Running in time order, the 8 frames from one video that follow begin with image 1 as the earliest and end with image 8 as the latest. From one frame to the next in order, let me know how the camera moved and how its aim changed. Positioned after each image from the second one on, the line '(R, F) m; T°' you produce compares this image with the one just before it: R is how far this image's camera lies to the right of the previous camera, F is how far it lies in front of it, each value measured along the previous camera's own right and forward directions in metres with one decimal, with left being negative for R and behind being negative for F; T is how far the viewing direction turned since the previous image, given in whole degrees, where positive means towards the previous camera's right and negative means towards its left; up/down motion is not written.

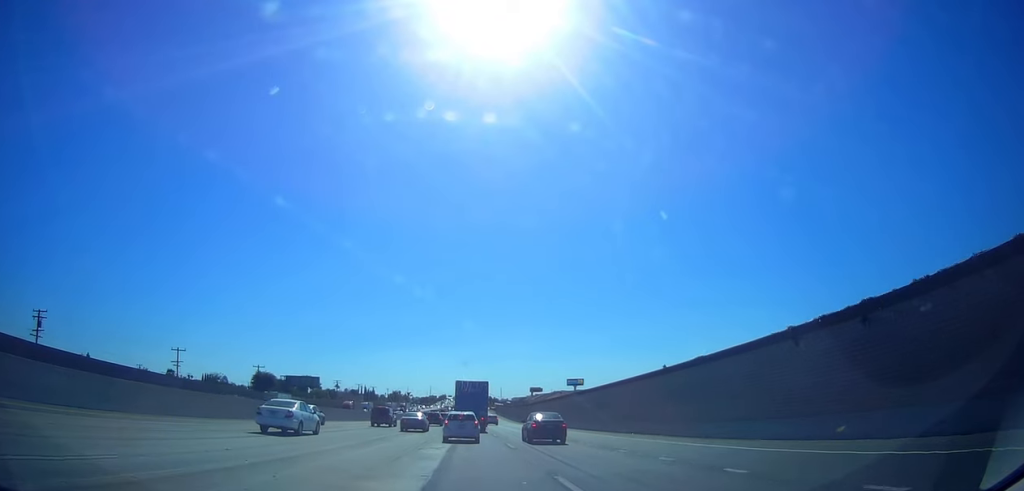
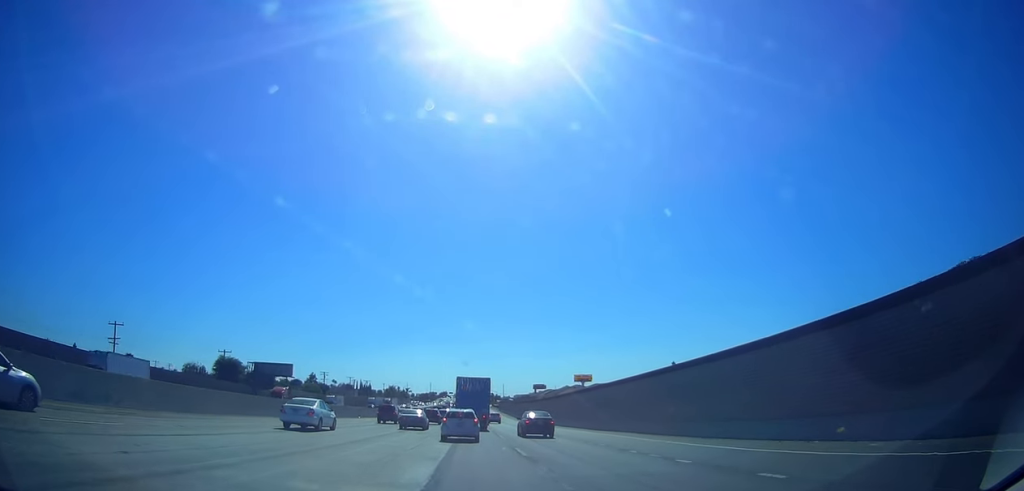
(0.0, +19.7) m; 0°
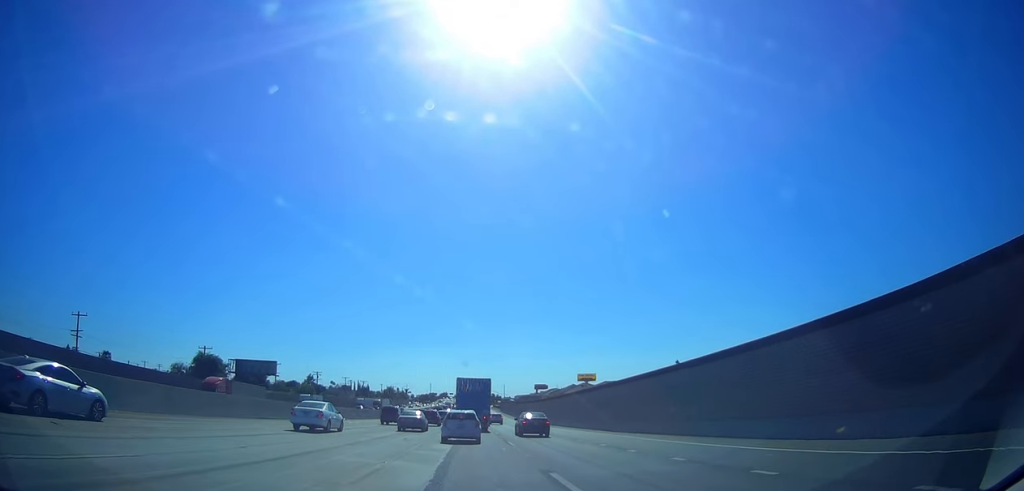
(0.0, +9.3) m; 0°
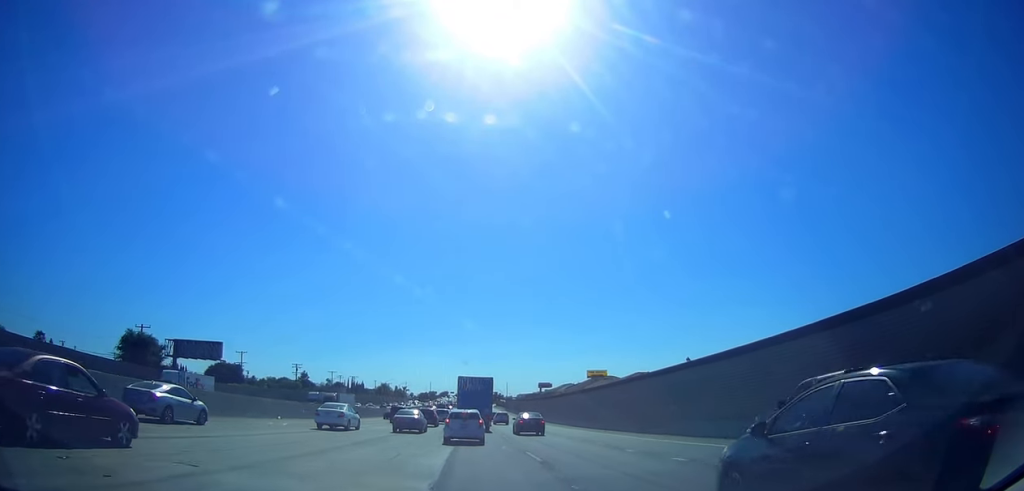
(0.0, +23.4) m; 0°
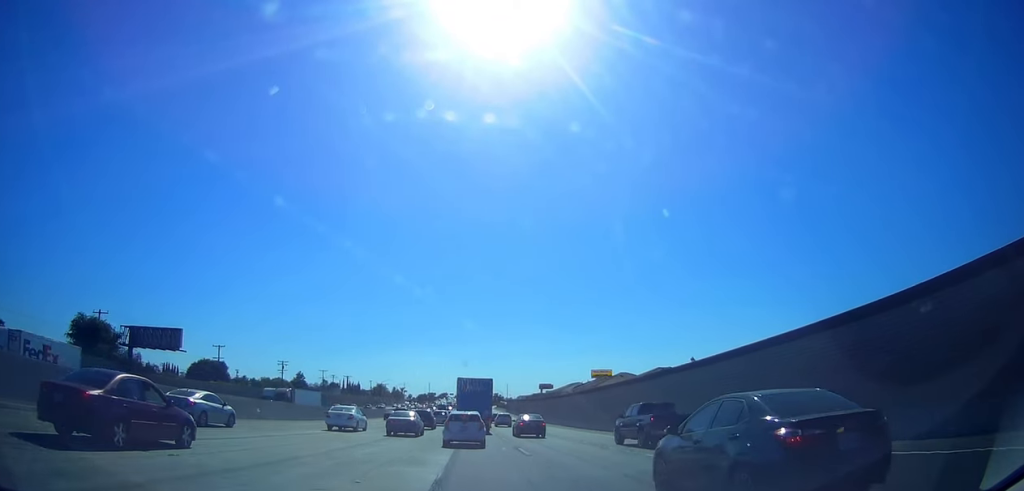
(0.0, +11.4) m; 0°
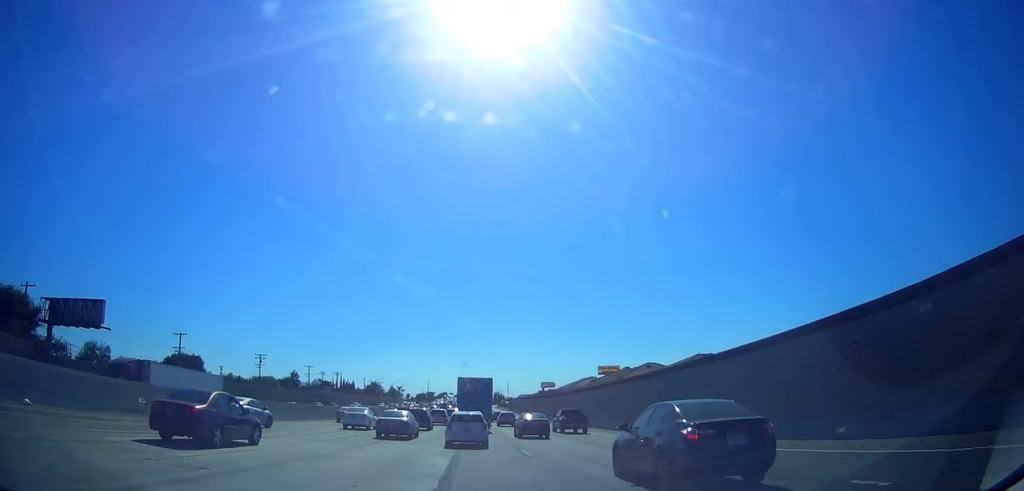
(0.0, +16.4) m; -3°
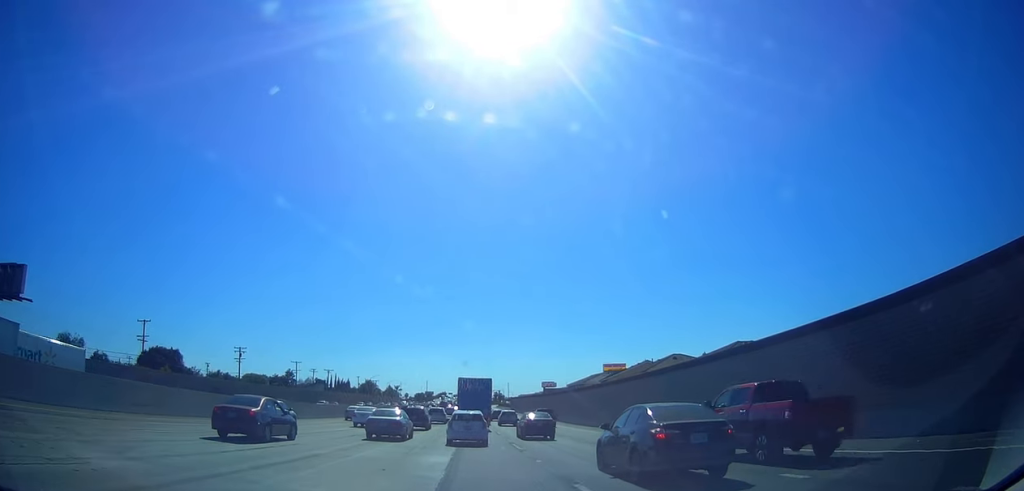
(-0.7, +12.2) m; -1°
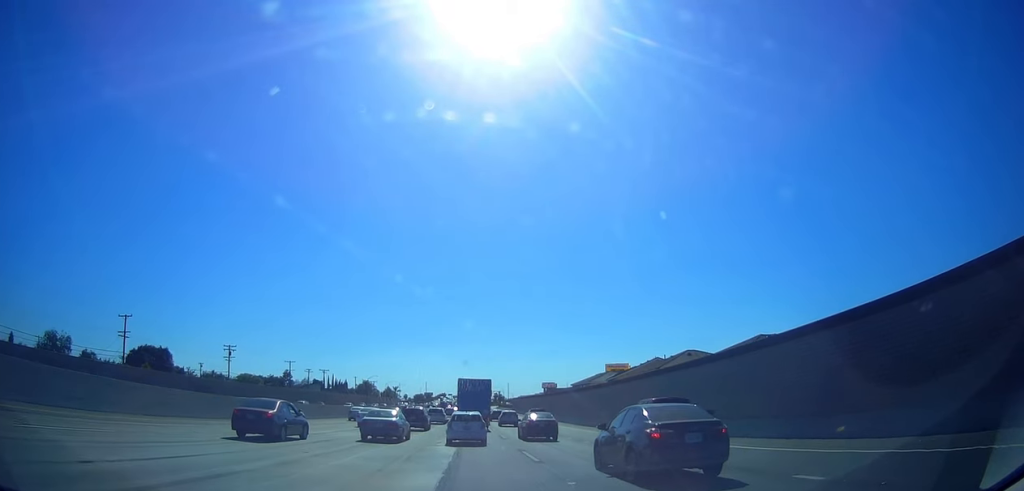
(0.0, +5.3) m; +1°
